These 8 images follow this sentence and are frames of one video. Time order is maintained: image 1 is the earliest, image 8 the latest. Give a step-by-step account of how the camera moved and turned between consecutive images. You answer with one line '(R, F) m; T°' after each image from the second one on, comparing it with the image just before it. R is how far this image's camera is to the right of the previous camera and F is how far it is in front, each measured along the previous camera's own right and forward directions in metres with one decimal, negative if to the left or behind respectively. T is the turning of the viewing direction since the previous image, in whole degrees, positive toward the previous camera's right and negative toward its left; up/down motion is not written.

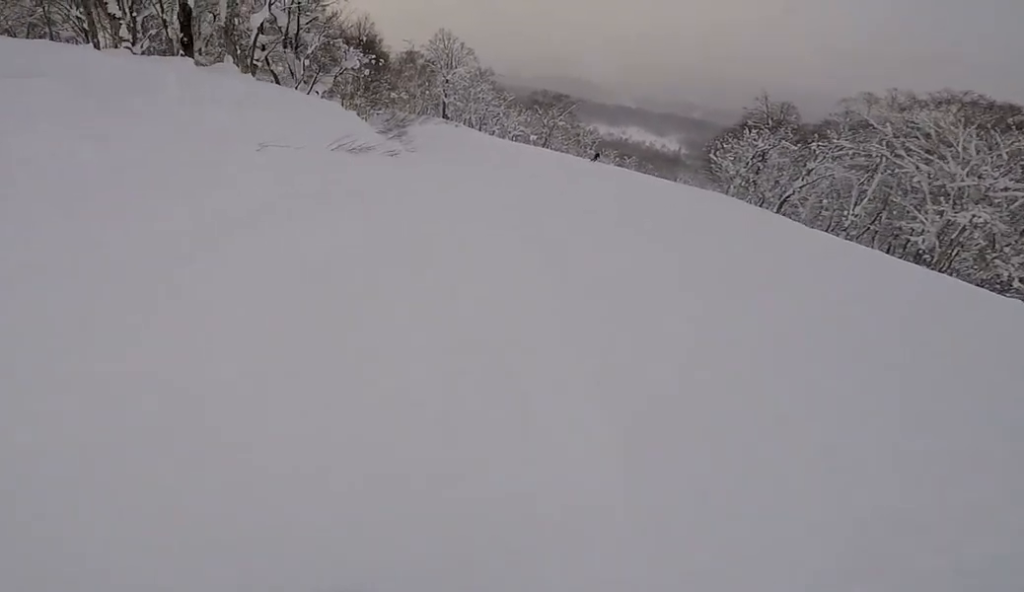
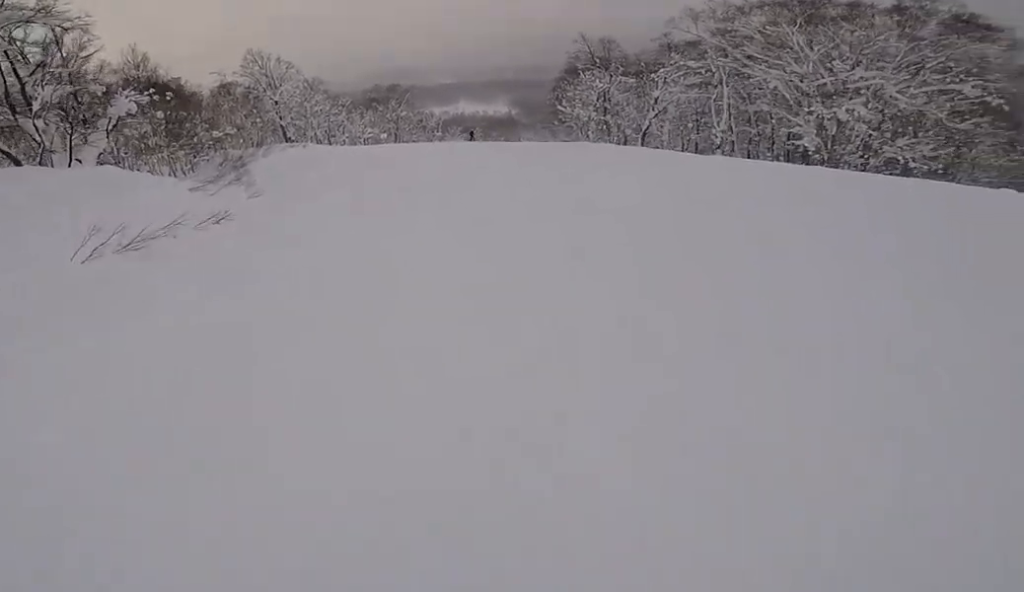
(+0.3, +6.6) m; +8°
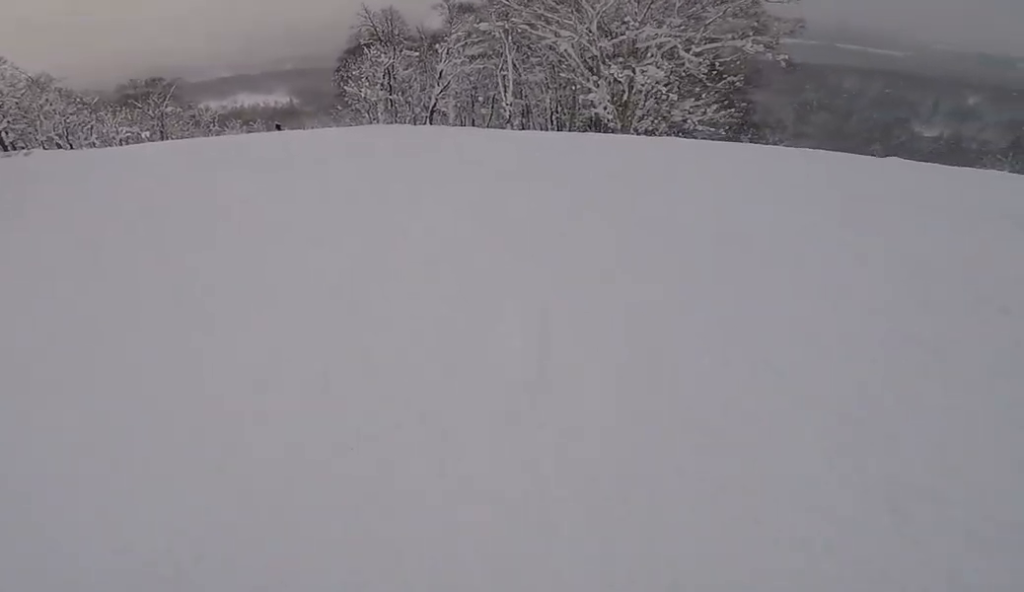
(+0.8, +7.9) m; +1°
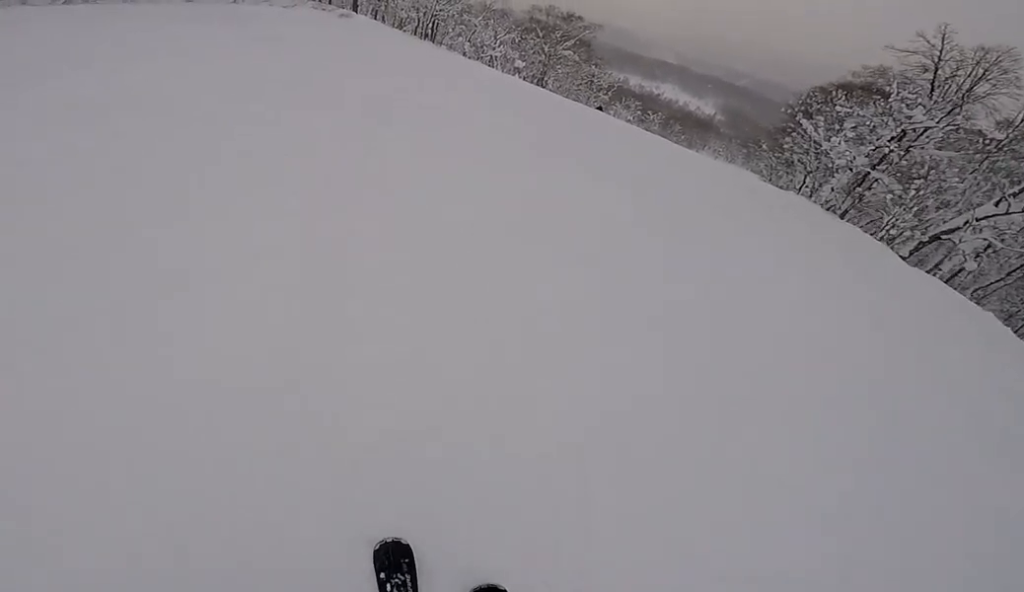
(-4.9, +18.7) m; -24°
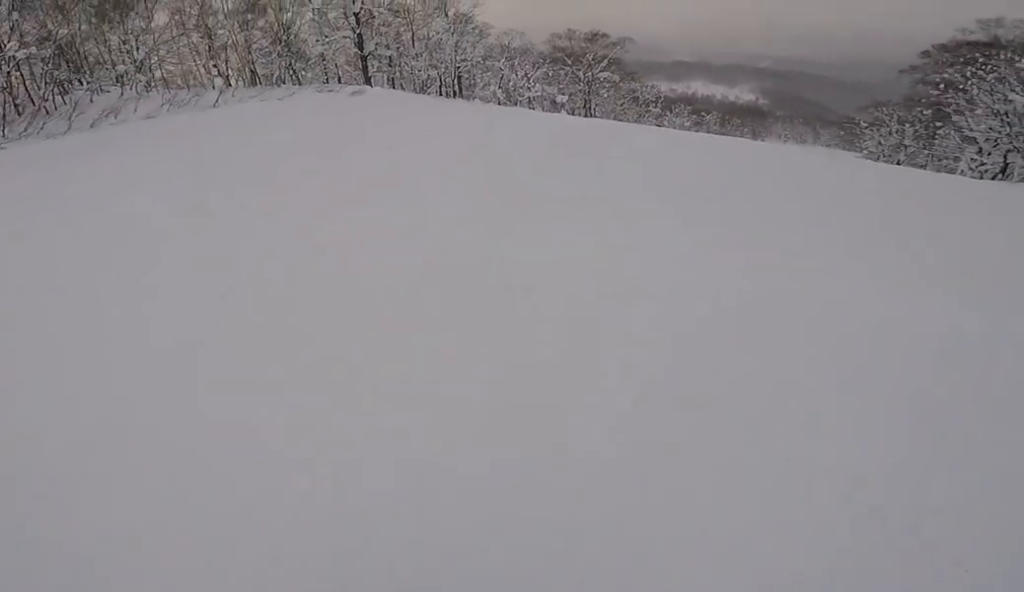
(-0.1, +9.6) m; +4°
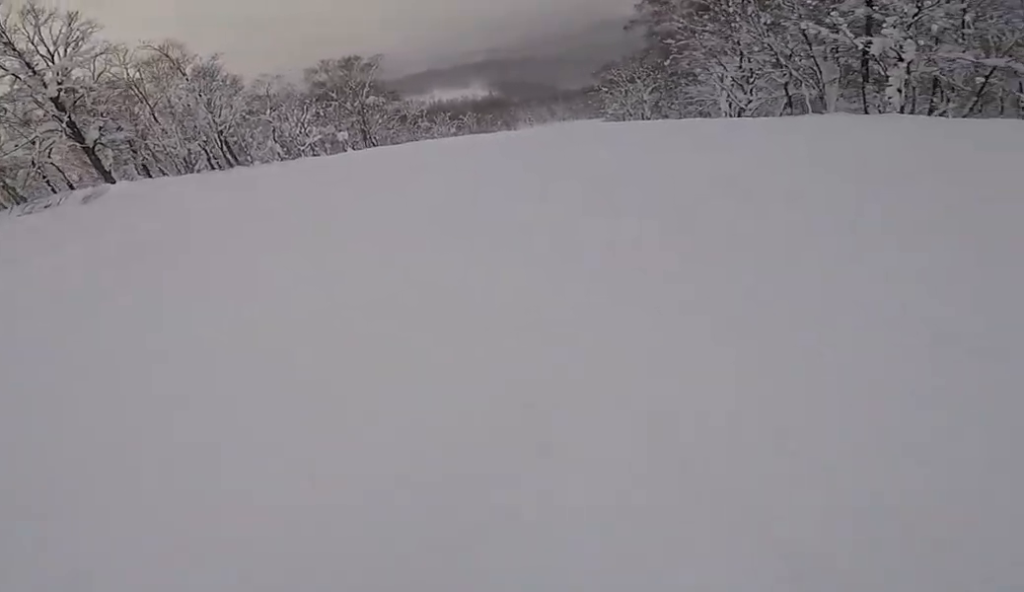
(+0.2, +7.1) m; +14°
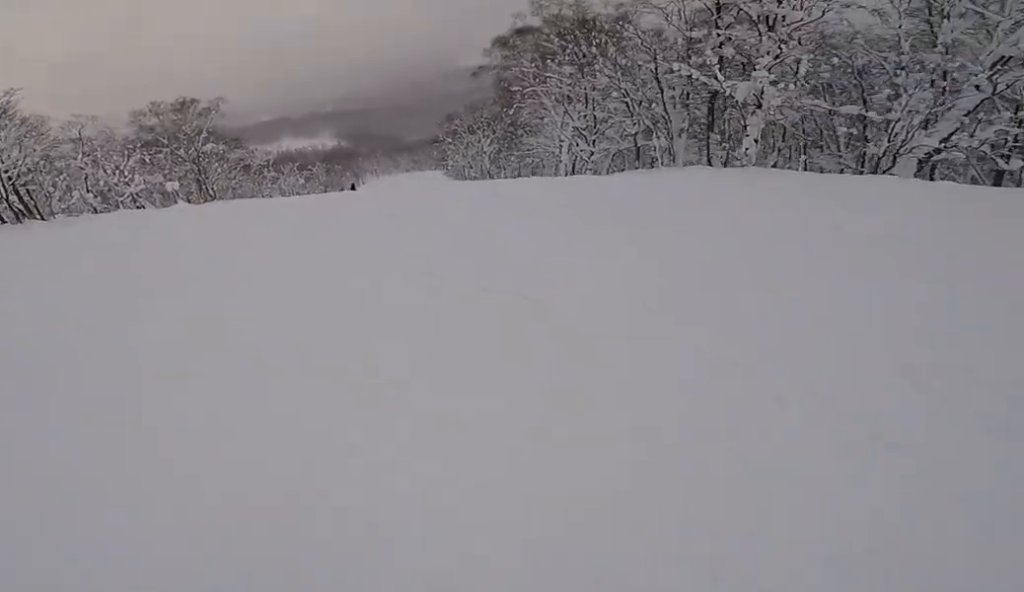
(+1.0, +4.7) m; +10°
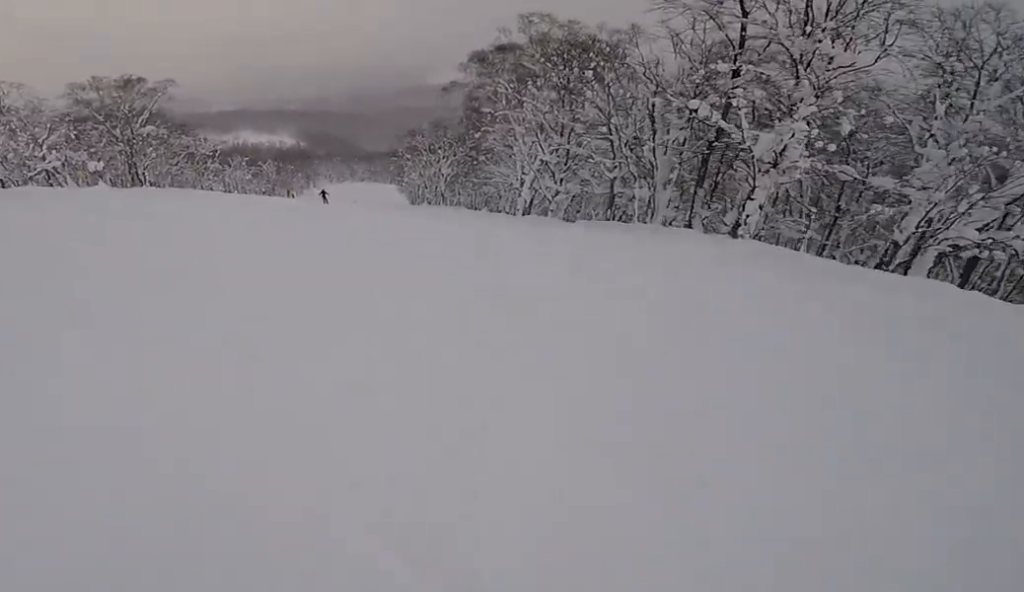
(+0.4, +4.7) m; +2°
